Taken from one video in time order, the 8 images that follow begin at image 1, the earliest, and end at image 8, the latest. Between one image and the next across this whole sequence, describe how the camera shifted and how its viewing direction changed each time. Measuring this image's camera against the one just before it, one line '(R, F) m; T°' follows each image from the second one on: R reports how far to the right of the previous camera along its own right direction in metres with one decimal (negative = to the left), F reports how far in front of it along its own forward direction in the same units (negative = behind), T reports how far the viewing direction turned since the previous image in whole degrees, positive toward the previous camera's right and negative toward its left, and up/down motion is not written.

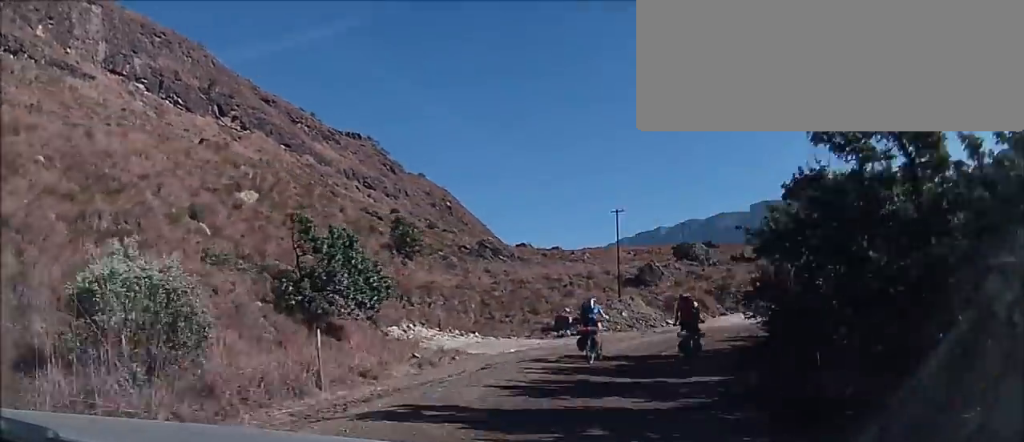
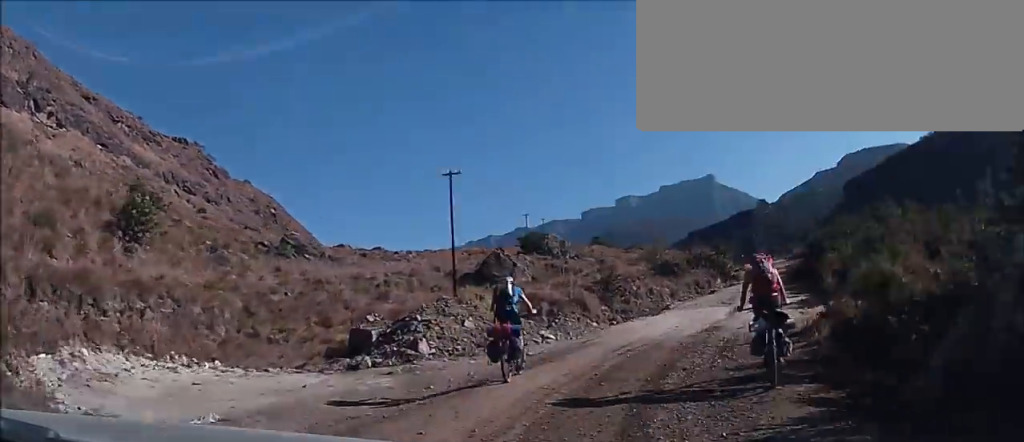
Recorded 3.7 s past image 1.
(+1.1, +13.9) m; +7°
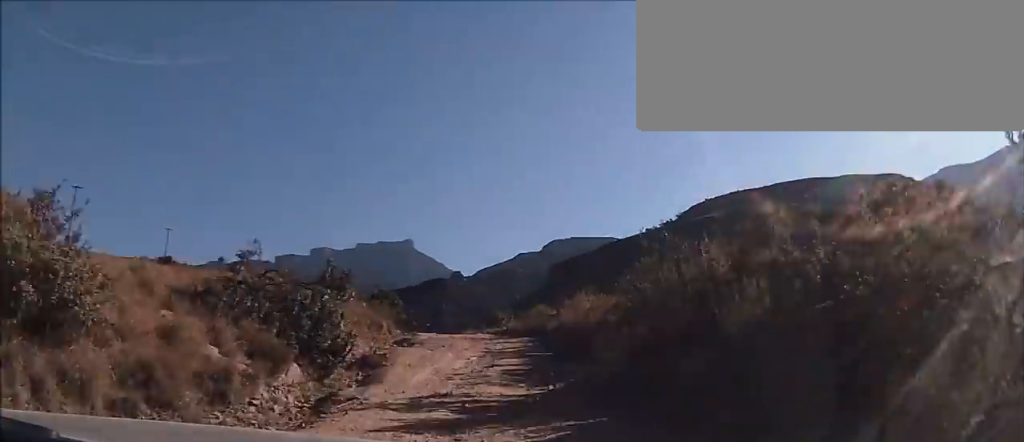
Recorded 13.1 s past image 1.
(+7.6, +37.3) m; +12°
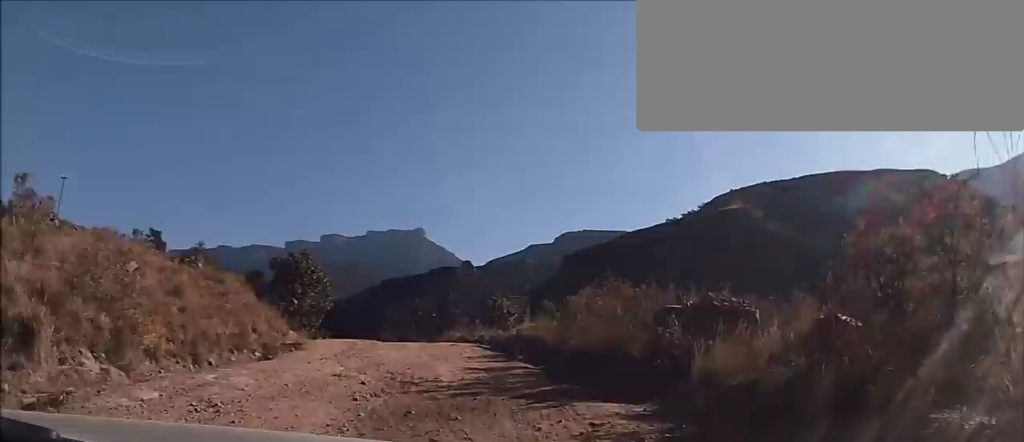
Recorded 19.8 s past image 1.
(+0.4, +28.9) m; -3°
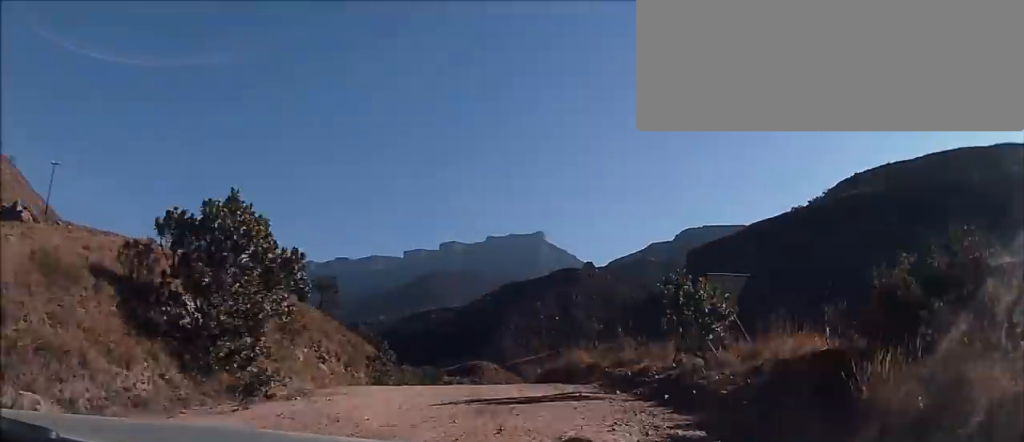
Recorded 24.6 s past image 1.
(-1.0, +21.6) m; -5°
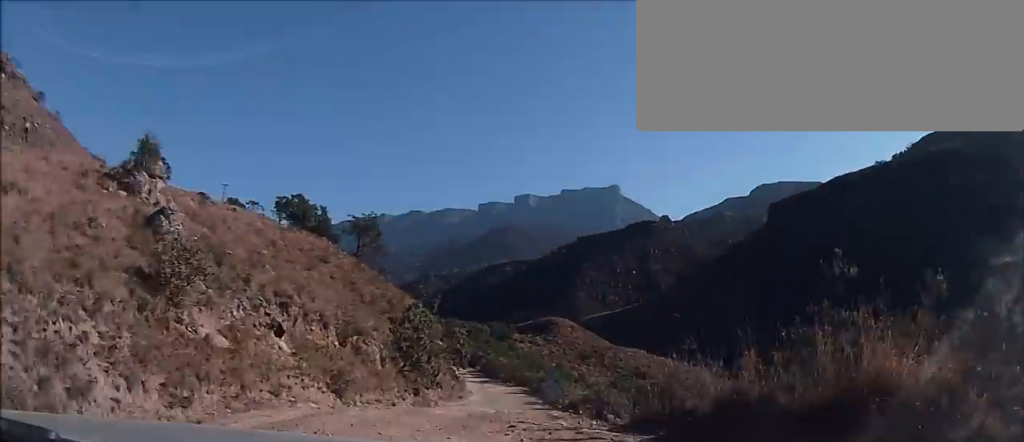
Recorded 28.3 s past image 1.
(-0.8, +17.5) m; -3°
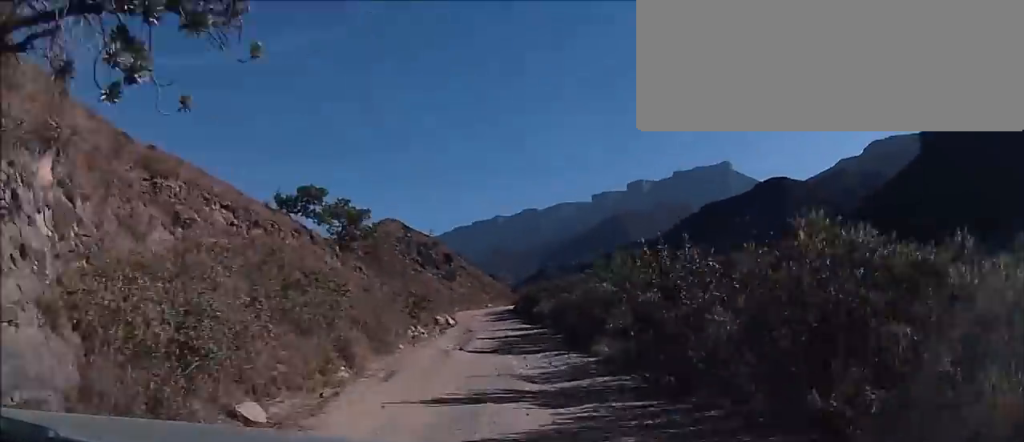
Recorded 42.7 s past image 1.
(-6.8, +71.3) m; -10°
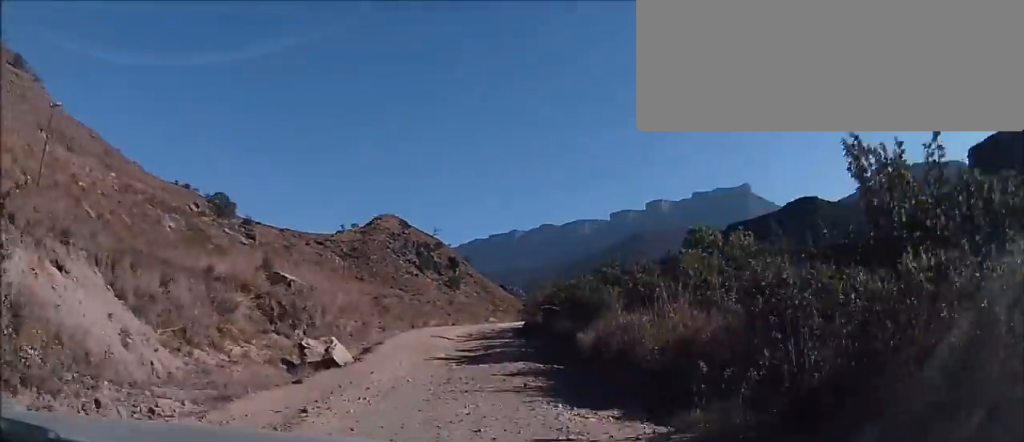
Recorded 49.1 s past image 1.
(-1.4, +34.0) m; -2°
